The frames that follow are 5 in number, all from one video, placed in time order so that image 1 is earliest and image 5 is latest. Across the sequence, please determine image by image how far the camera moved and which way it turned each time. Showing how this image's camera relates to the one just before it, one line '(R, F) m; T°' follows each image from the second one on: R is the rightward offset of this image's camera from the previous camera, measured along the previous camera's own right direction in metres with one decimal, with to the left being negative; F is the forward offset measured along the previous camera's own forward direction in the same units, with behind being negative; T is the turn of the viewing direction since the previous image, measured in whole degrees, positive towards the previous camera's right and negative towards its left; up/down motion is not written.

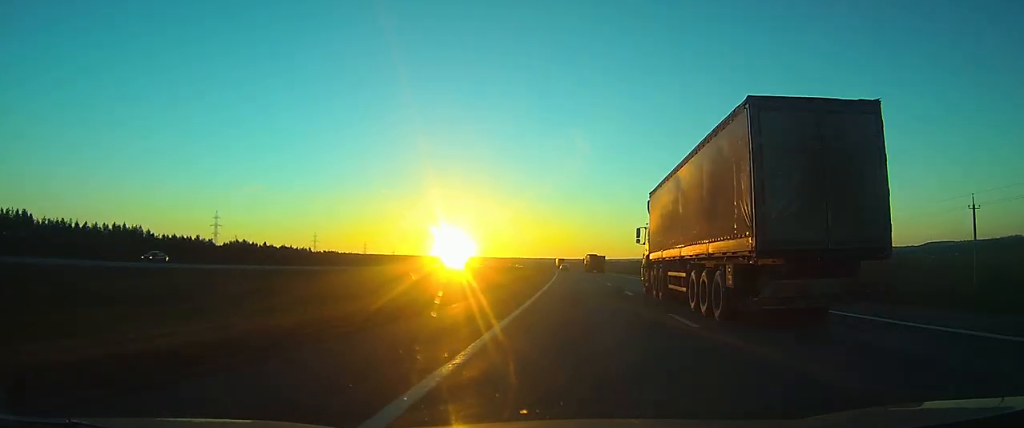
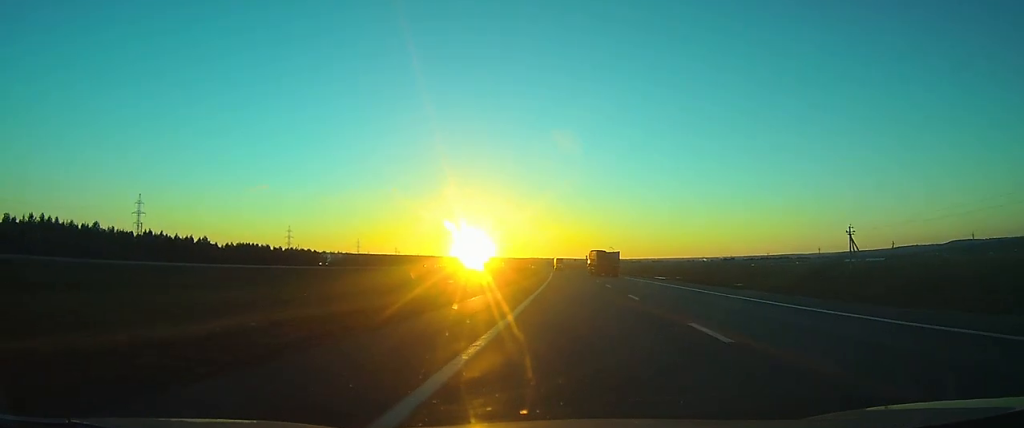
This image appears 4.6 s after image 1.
(-1.6, +119.6) m; -2°
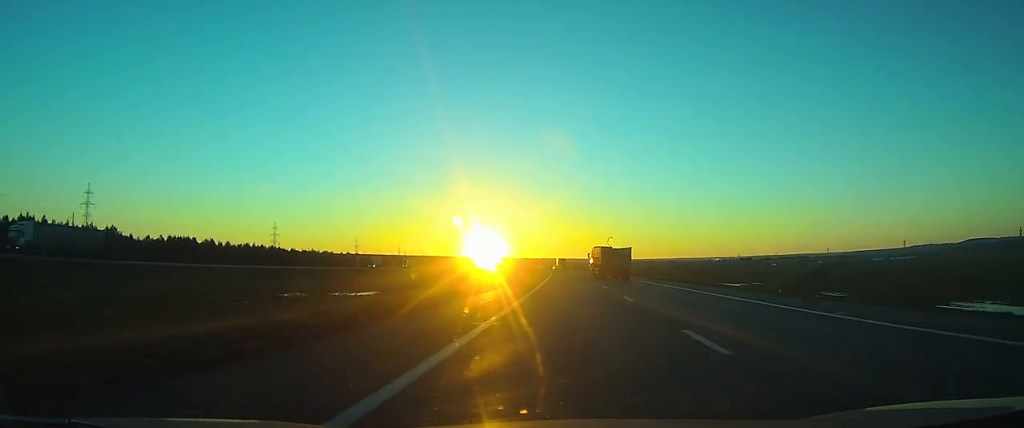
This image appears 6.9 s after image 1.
(-0.4, +58.3) m; -1°
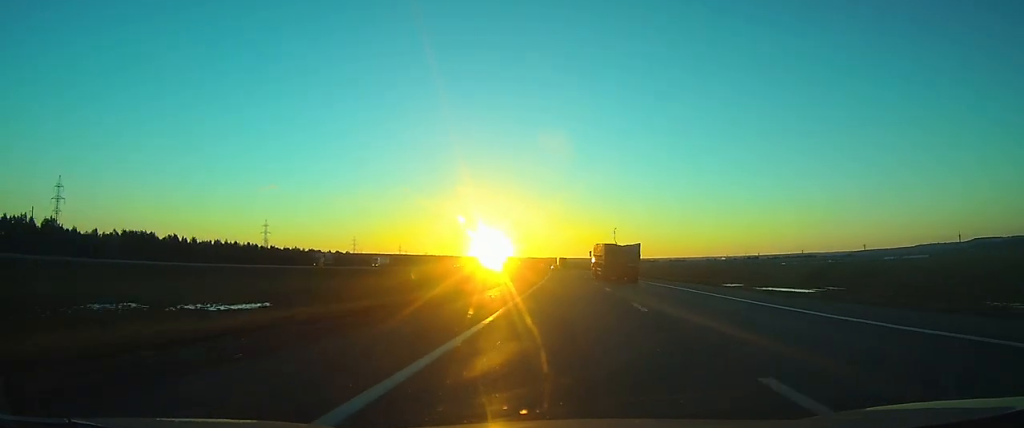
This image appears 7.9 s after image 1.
(-0.1, +29.6) m; -1°
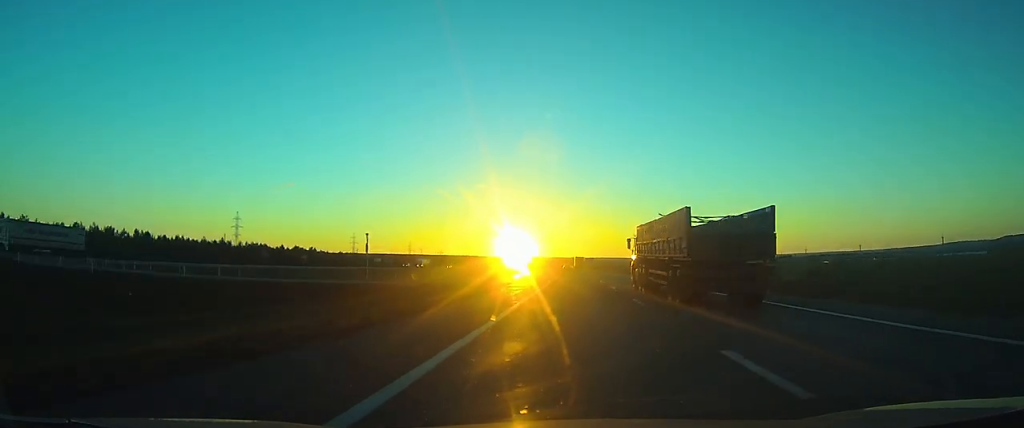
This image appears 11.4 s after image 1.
(-2.0, +95.4) m; -2°
